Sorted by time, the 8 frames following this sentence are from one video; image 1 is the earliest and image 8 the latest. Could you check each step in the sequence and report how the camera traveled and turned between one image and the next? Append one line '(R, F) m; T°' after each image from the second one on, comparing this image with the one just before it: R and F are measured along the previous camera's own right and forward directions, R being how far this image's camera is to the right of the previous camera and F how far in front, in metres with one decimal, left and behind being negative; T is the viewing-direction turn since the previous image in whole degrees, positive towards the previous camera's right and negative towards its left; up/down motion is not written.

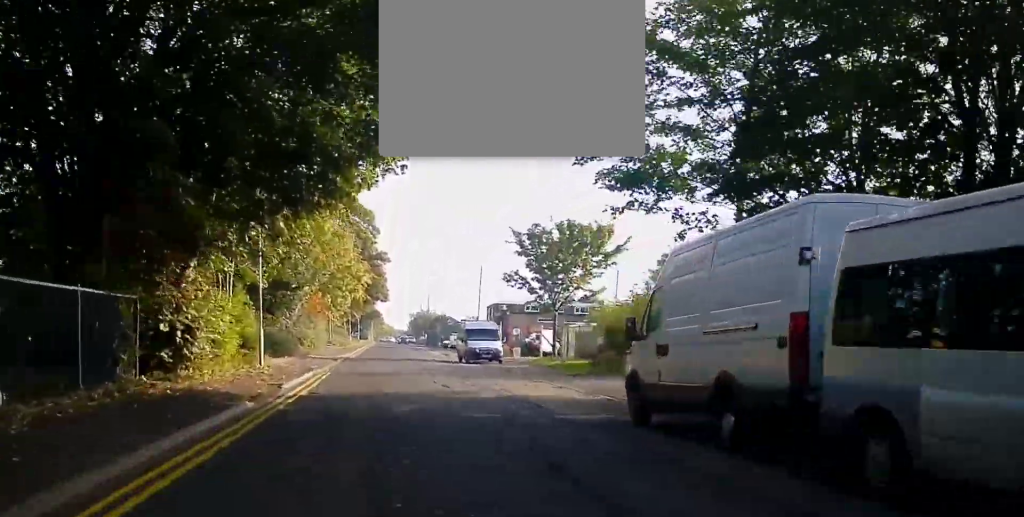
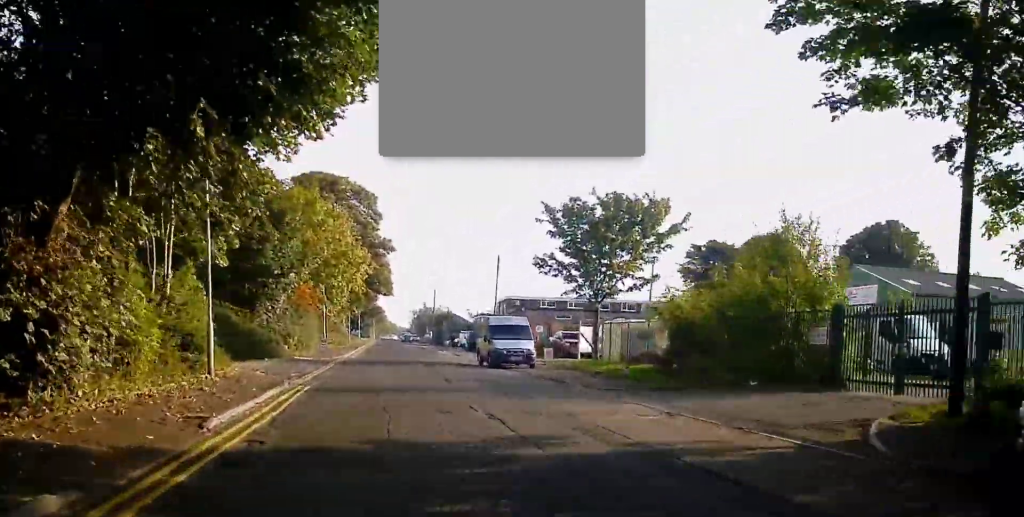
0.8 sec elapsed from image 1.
(-0.1, +8.5) m; -2°
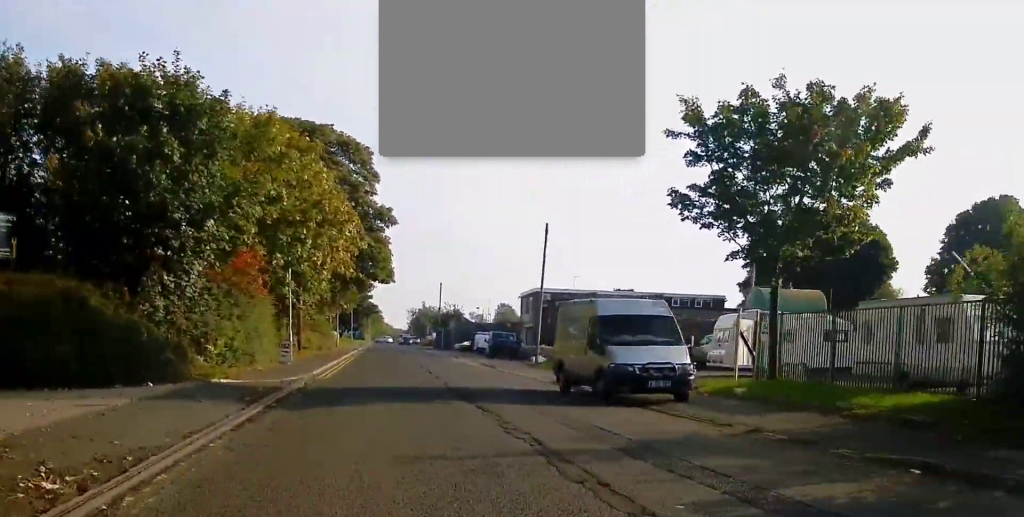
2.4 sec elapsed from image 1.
(-0.8, +17.8) m; -1°
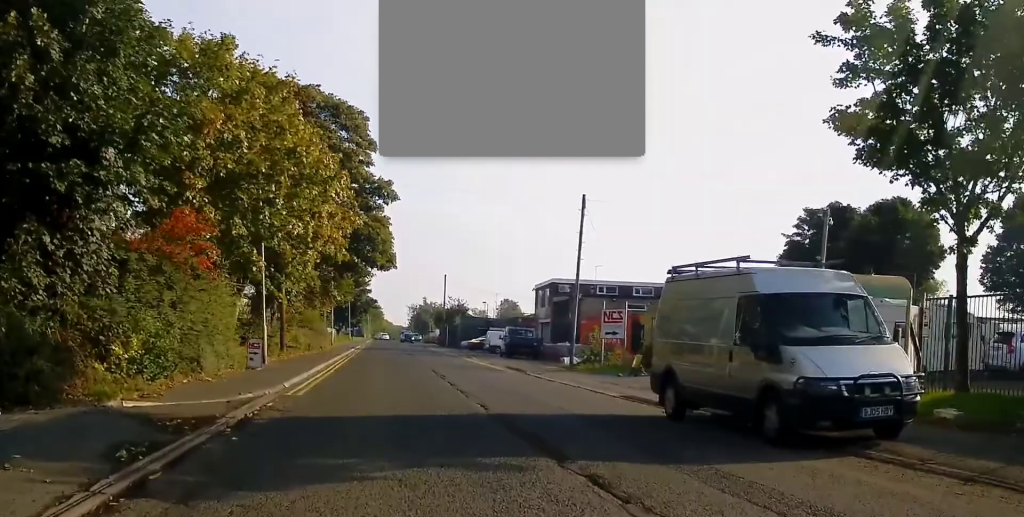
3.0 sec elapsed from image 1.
(+0.5, +7.5) m; +2°
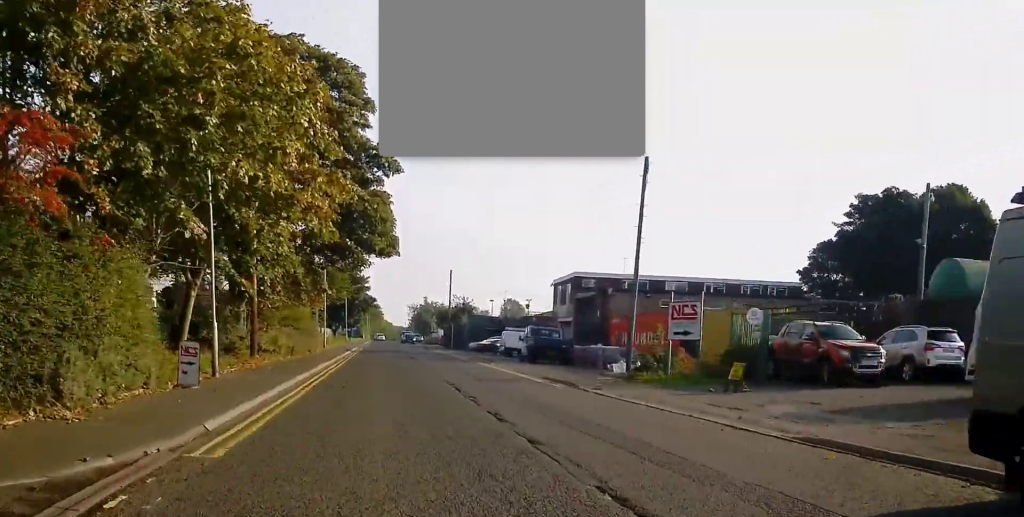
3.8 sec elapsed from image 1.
(0.0, +8.0) m; 0°
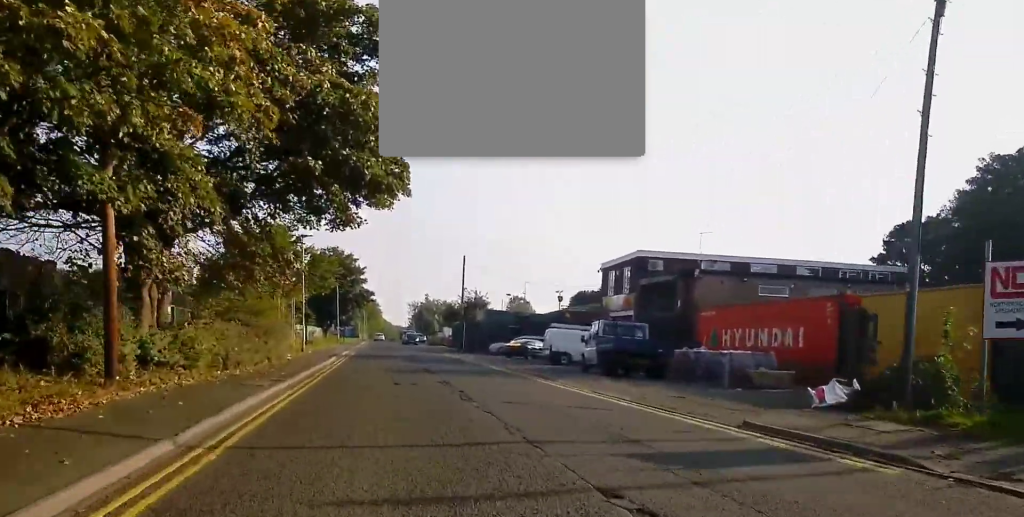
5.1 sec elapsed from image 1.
(-0.3, +14.8) m; 0°
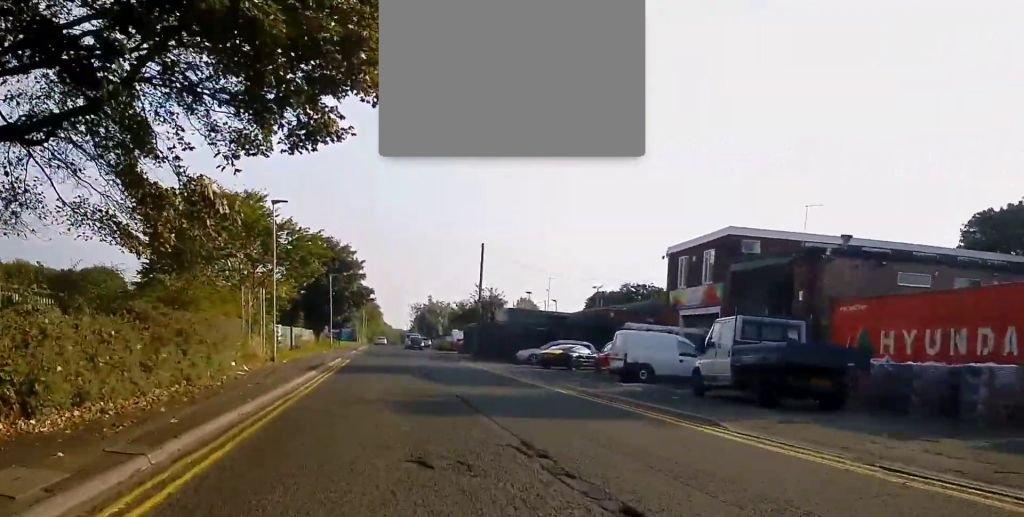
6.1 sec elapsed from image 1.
(+0.3, +11.8) m; 0°
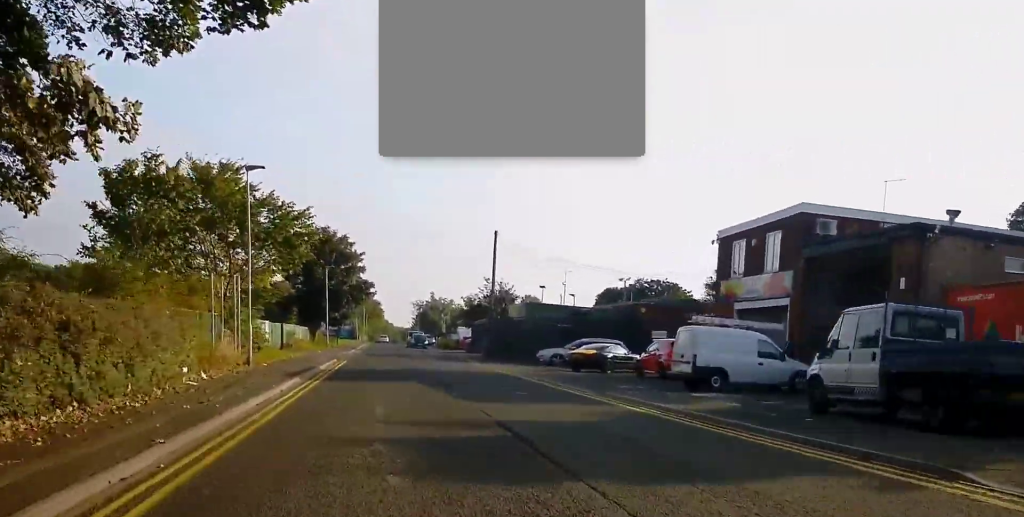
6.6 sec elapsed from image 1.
(-0.1, +6.0) m; 0°
